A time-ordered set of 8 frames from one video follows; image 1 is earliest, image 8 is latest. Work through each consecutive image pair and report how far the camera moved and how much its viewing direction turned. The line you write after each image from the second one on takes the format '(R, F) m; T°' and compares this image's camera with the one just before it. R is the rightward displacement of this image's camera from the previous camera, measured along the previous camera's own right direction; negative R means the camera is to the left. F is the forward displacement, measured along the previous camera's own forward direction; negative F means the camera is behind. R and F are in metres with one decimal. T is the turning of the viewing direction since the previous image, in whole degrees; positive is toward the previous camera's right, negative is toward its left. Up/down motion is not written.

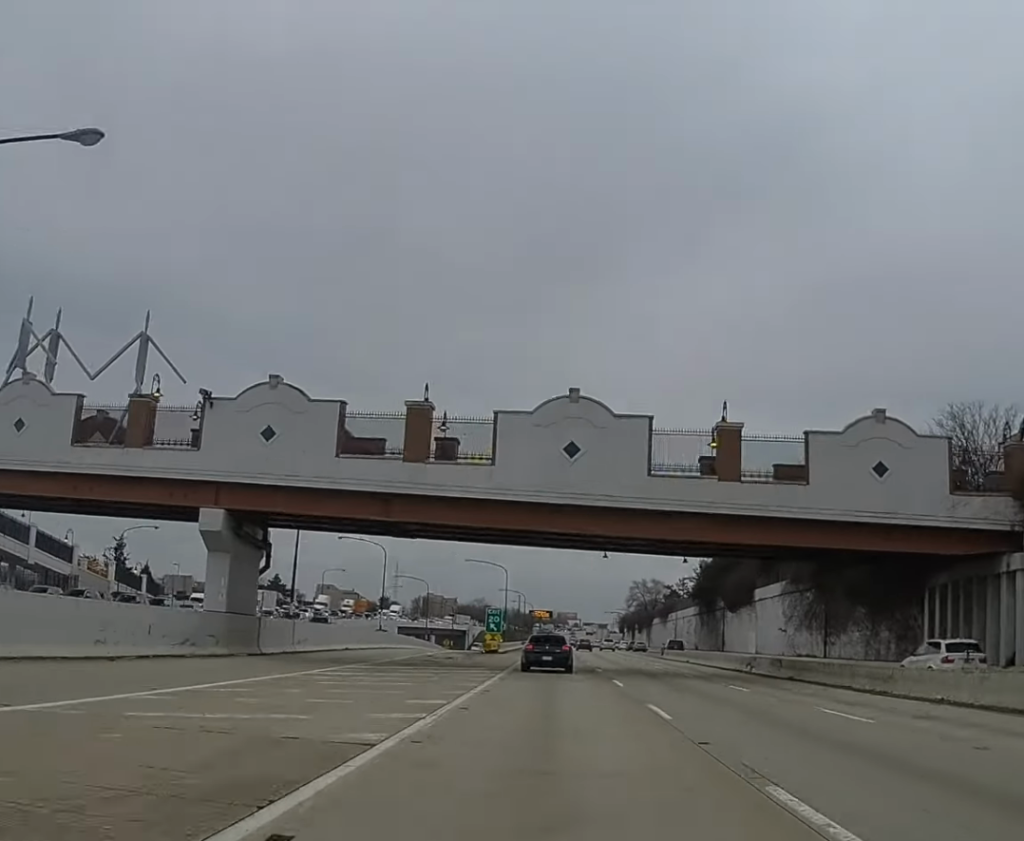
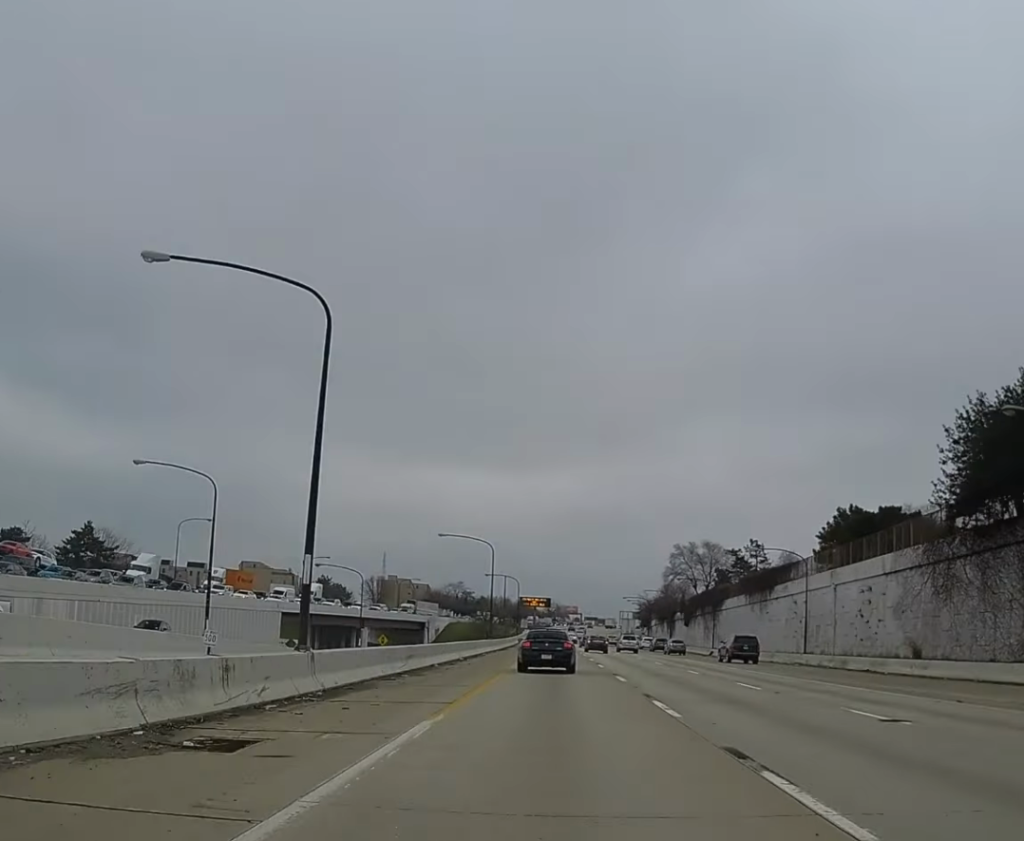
(-0.6, +93.5) m; -1°
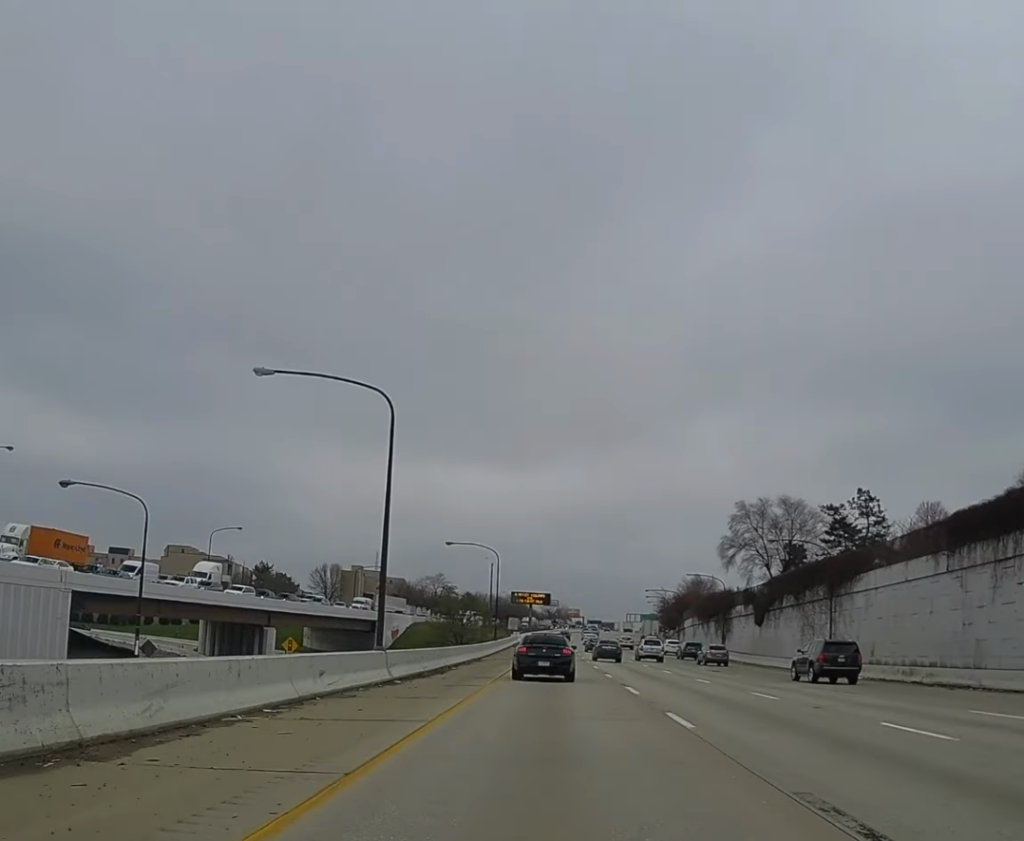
(-0.3, +58.1) m; 0°
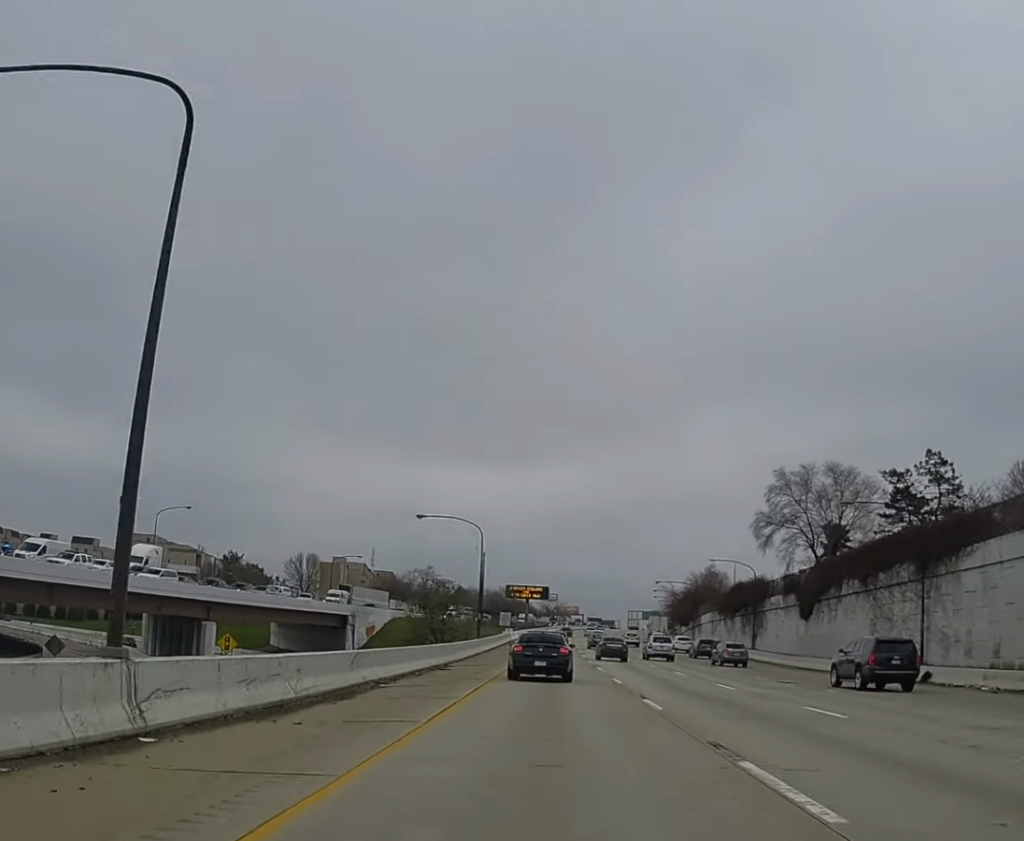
(0.0, +19.8) m; 0°
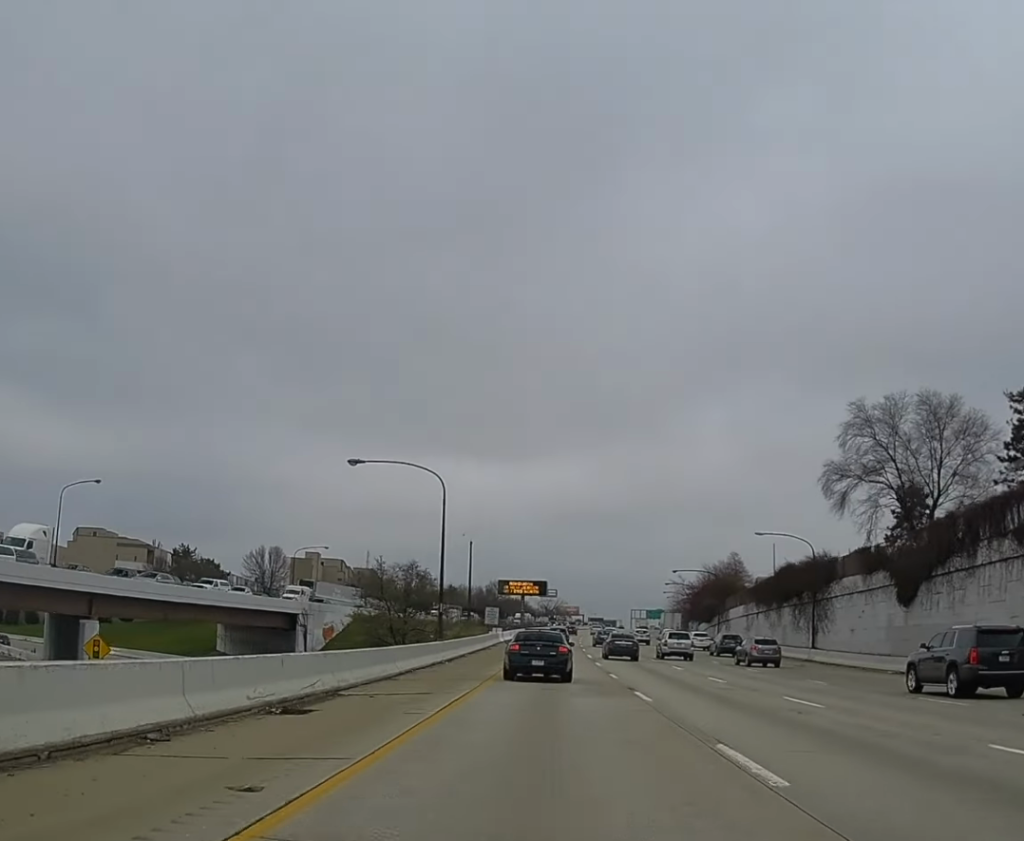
(0.0, +24.5) m; +1°
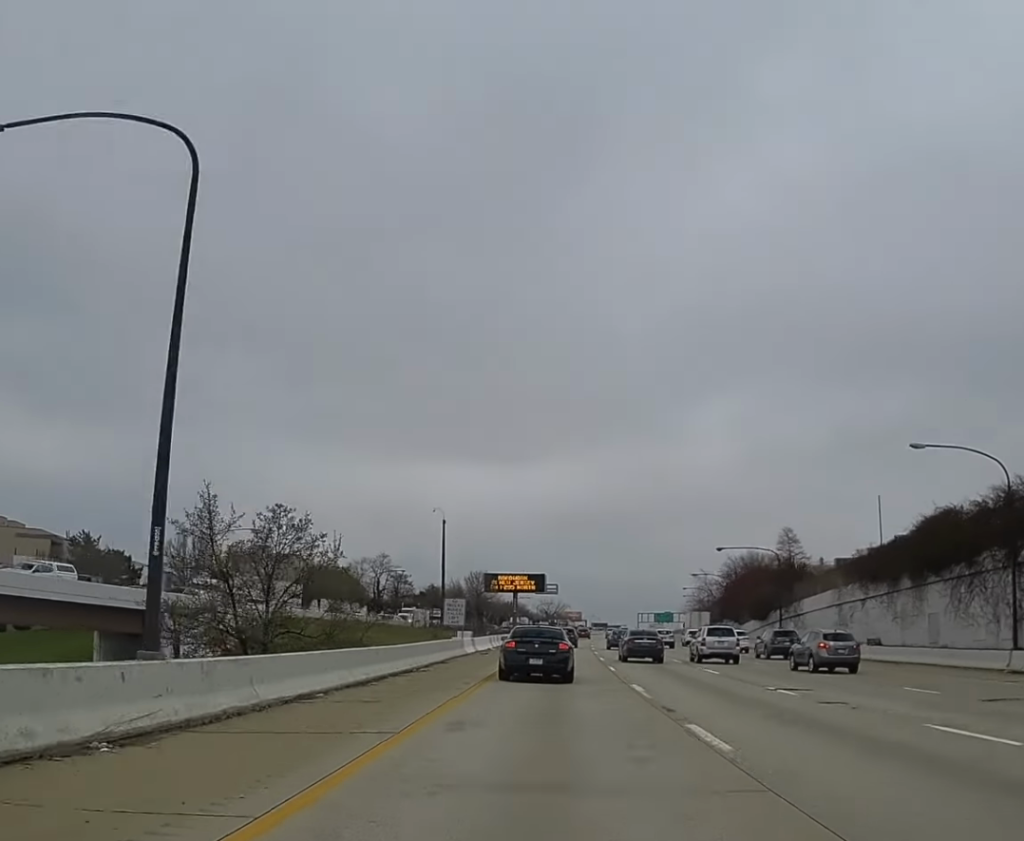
(+0.4, +35.3) m; 0°
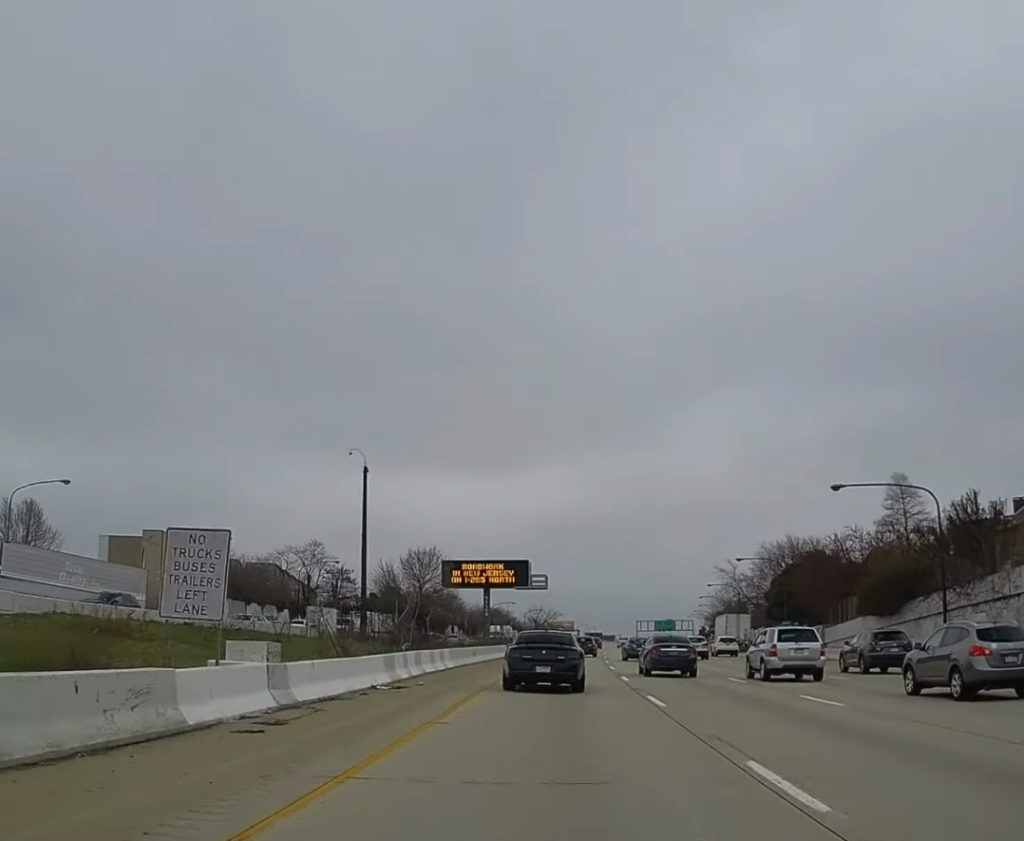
(-0.4, +42.1) m; 0°
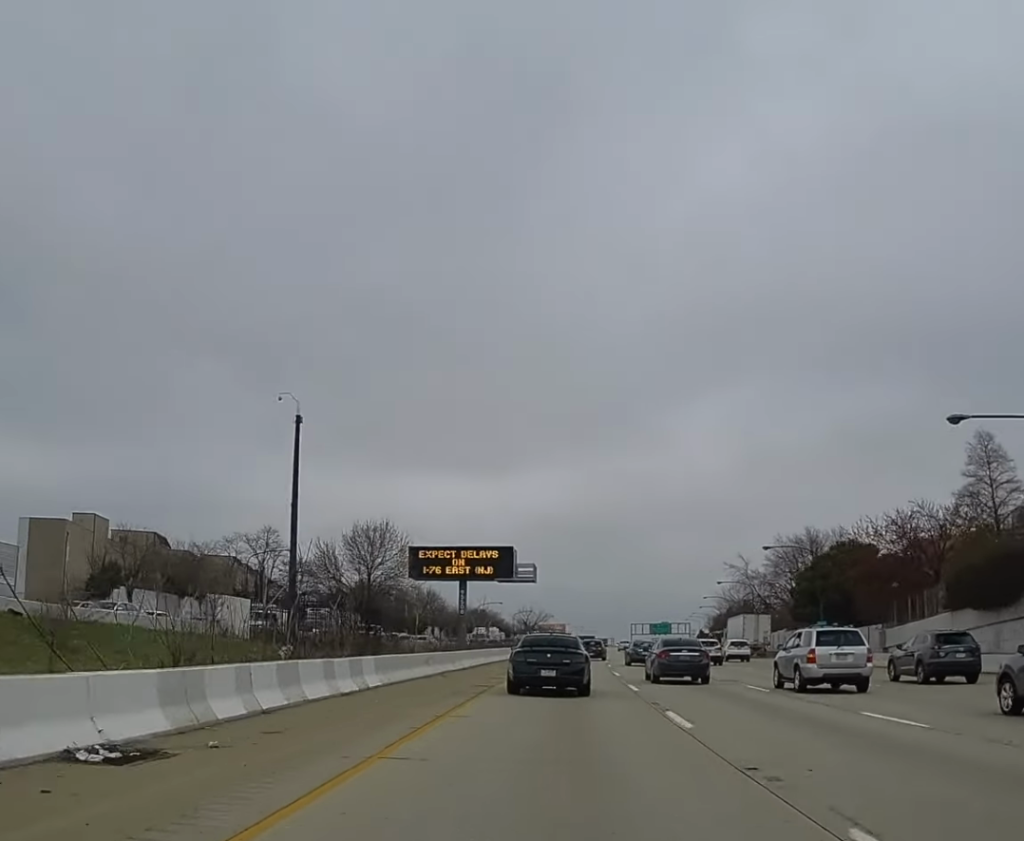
(+0.2, +17.2) m; +1°
